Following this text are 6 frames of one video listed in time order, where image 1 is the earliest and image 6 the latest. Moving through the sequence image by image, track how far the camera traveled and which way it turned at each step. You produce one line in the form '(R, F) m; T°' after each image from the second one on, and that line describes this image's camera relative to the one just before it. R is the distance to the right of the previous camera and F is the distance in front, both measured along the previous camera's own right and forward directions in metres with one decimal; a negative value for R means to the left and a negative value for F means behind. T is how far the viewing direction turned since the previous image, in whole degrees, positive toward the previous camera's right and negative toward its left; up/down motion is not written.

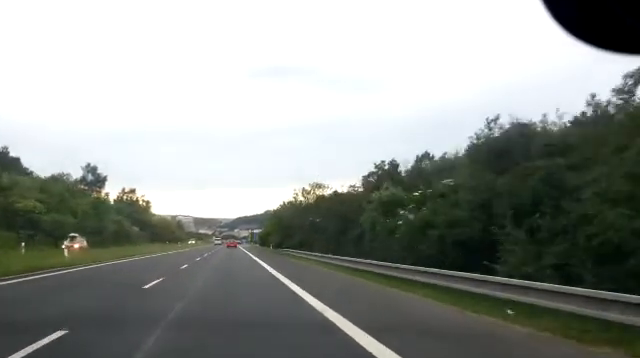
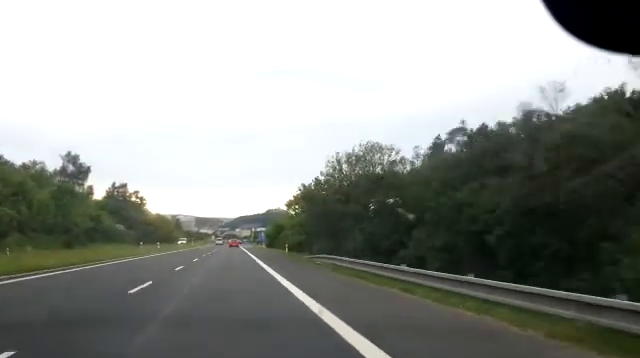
(+0.1, +18.5) m; +1°
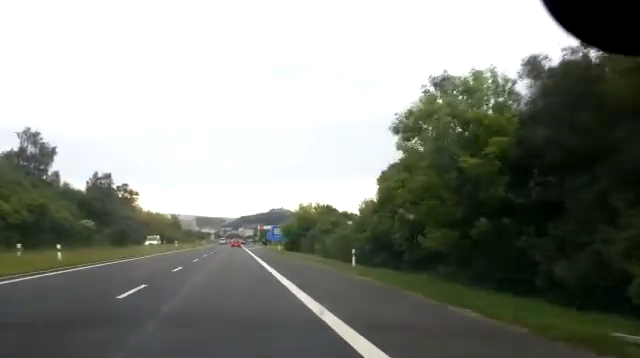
(+0.2, +26.8) m; 0°
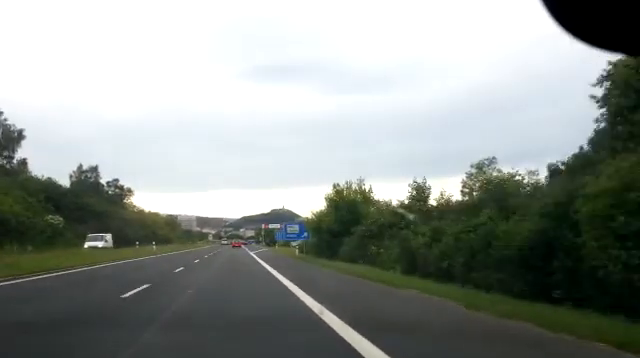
(-0.2, +16.7) m; -1°
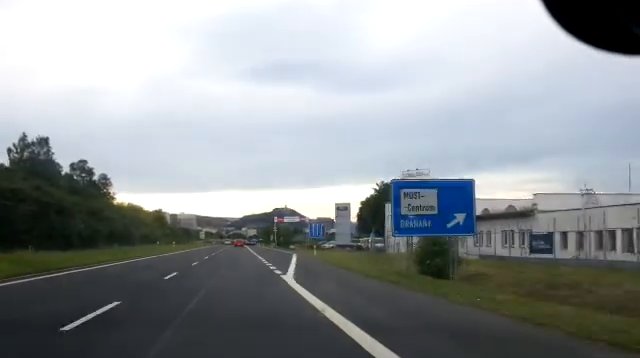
(-0.1, +37.6) m; 0°
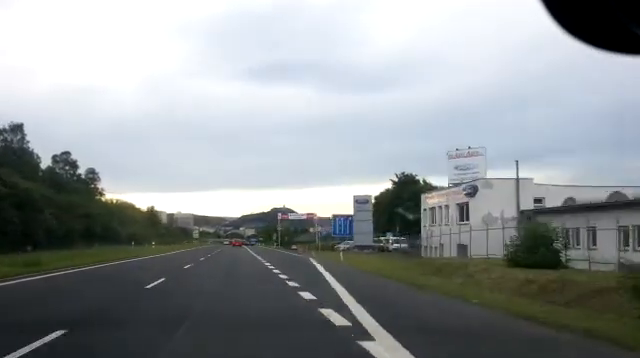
(0.0, +11.0) m; 0°
